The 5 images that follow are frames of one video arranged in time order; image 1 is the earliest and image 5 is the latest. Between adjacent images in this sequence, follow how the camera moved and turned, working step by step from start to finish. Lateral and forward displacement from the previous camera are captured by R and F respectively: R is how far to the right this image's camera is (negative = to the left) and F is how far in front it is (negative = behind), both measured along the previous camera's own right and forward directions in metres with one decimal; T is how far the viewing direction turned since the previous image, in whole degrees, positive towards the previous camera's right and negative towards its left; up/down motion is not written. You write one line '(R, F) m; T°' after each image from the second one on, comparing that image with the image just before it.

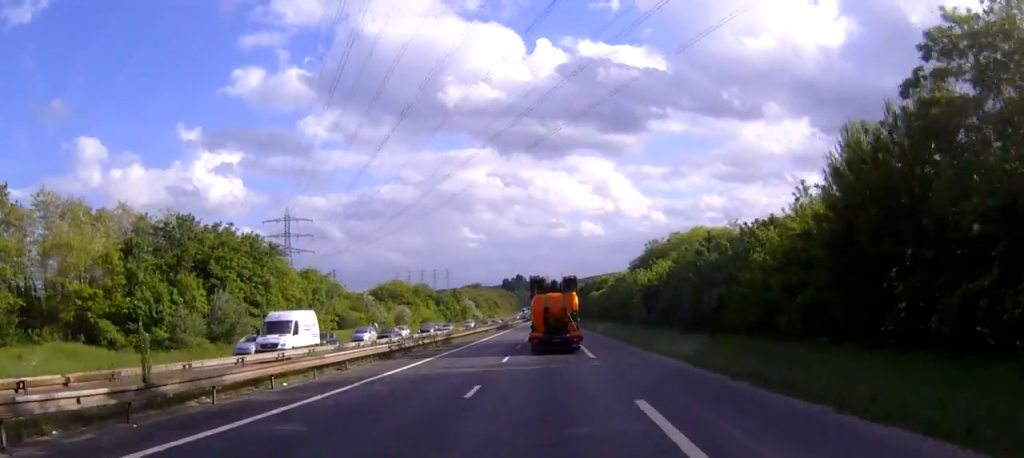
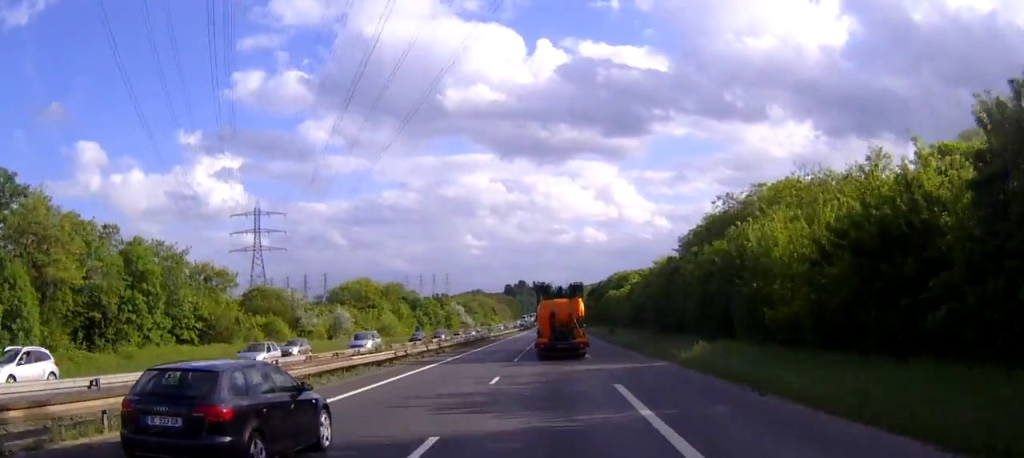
(+0.1, +49.2) m; -1°
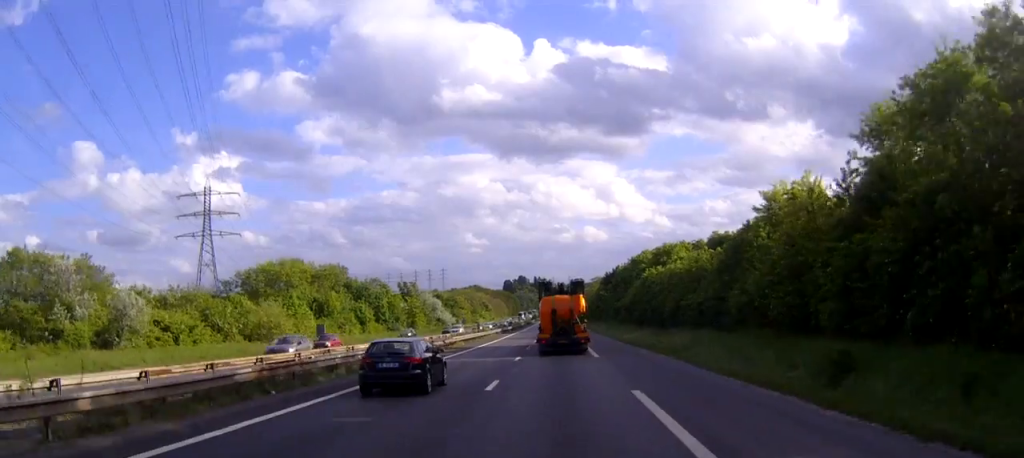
(-0.2, +57.9) m; 0°
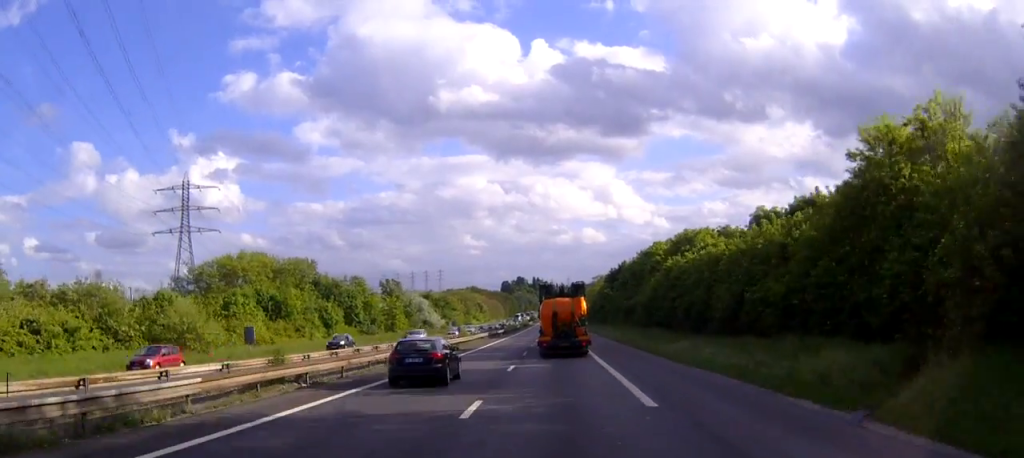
(0.0, +18.9) m; 0°
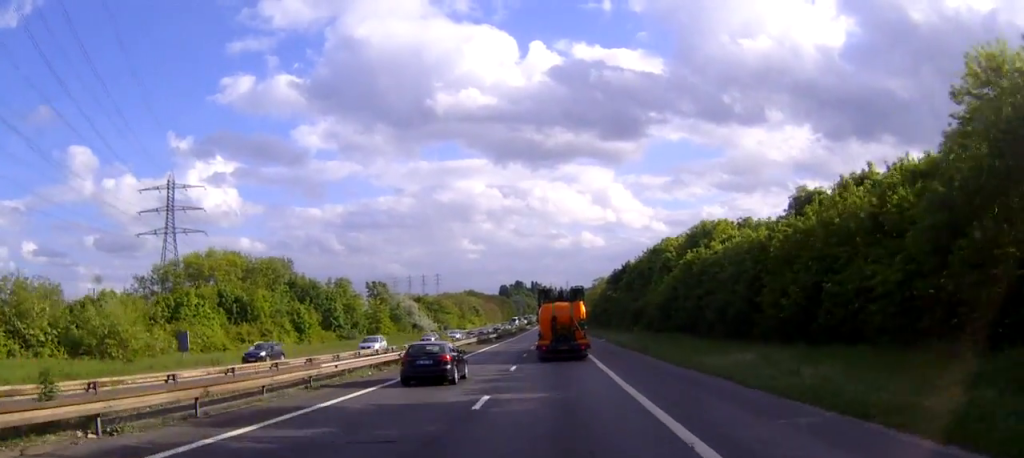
(0.0, +11.6) m; 0°
